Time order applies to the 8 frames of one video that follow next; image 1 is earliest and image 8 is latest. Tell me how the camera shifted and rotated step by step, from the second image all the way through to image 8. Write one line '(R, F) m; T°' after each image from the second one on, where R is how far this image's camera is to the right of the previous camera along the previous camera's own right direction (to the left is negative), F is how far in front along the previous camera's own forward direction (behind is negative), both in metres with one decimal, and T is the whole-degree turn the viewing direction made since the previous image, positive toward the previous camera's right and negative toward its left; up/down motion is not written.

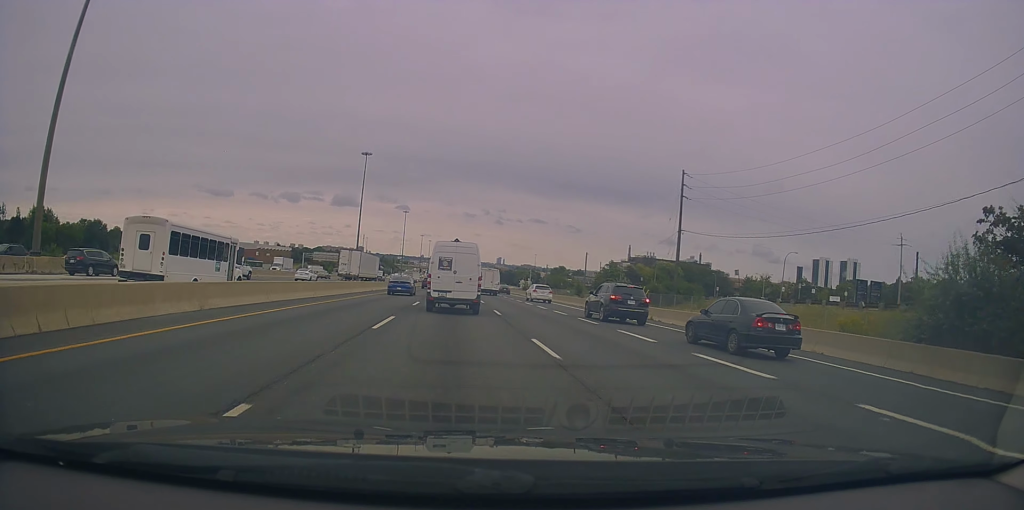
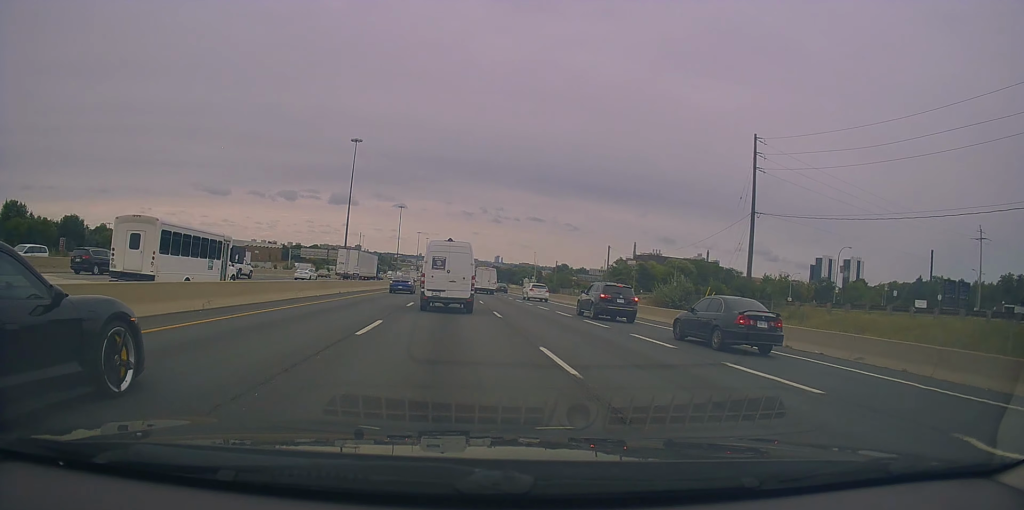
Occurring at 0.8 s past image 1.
(-0.1, +14.3) m; 0°
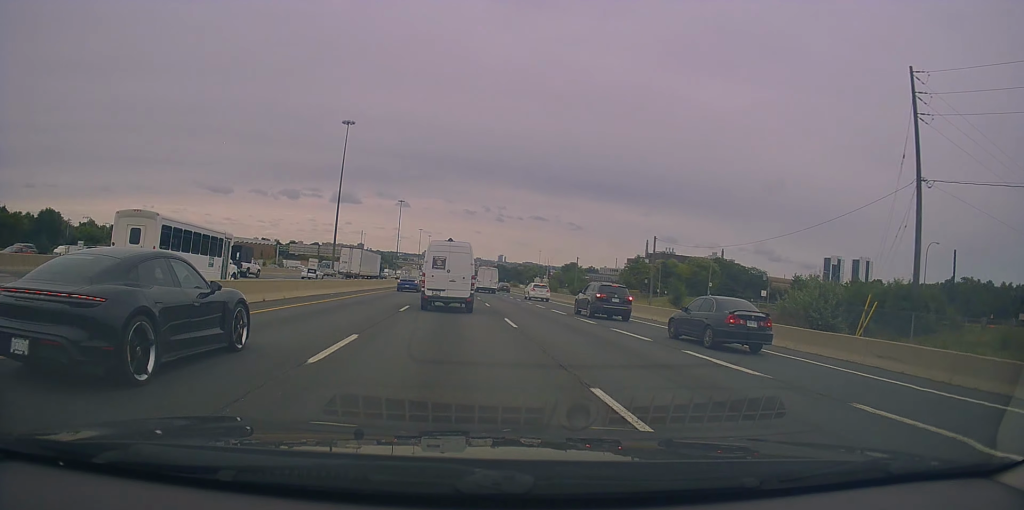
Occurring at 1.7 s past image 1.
(0.0, +16.7) m; 0°
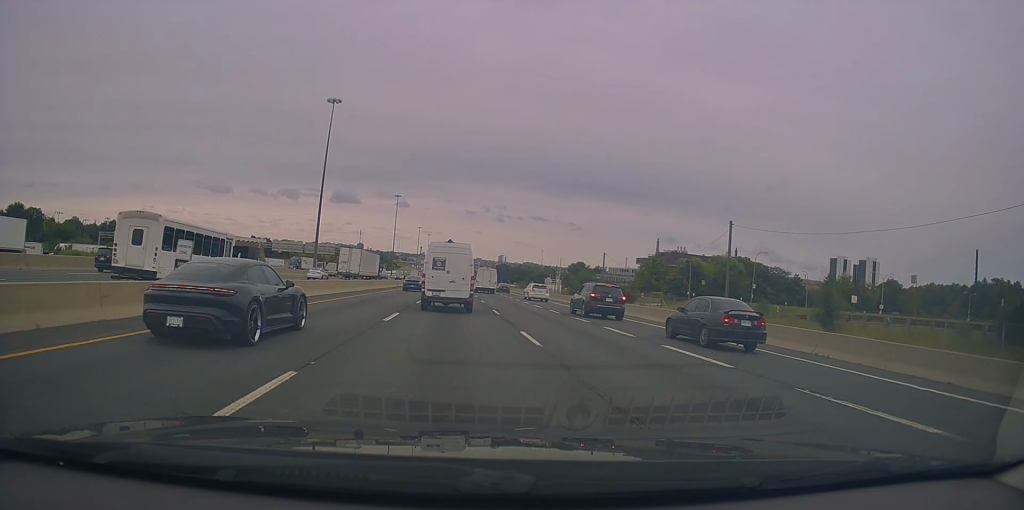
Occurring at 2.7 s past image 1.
(0.0, +17.3) m; 0°
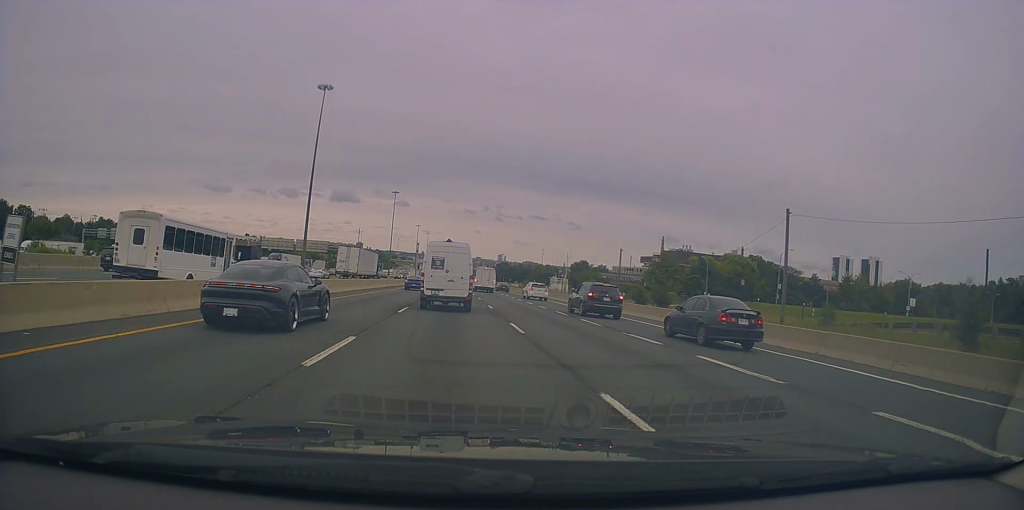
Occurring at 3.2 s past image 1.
(0.0, +8.4) m; 0°
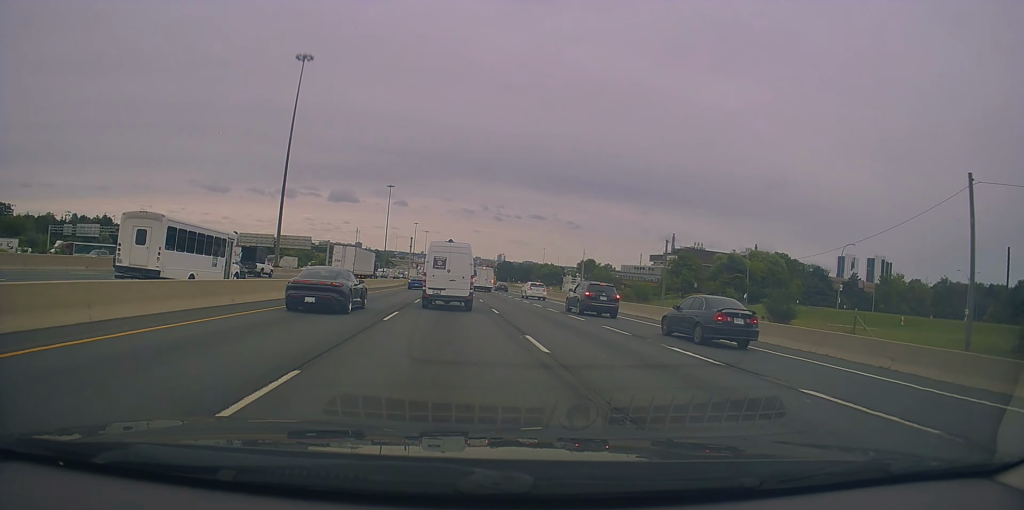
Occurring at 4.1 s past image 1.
(0.0, +16.1) m; 0°
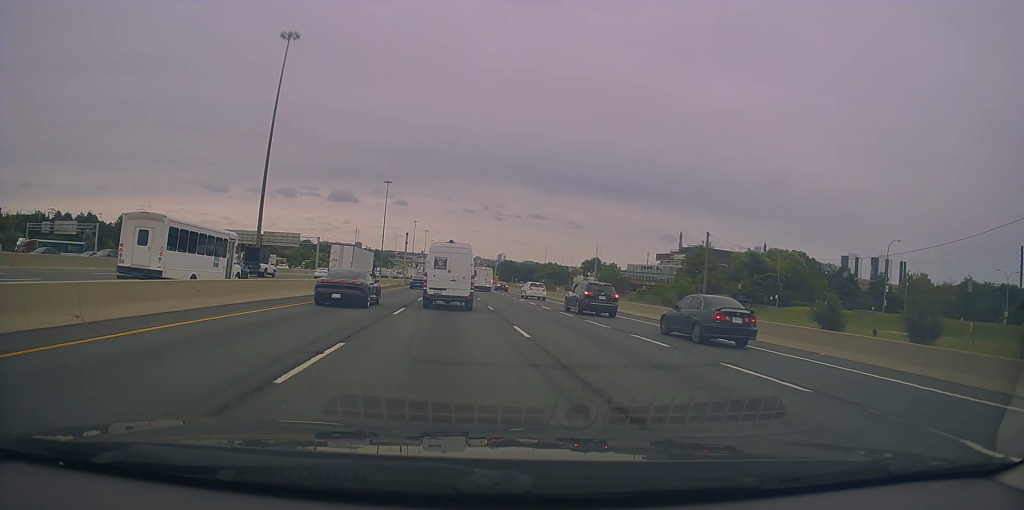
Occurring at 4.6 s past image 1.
(0.0, +9.5) m; 0°
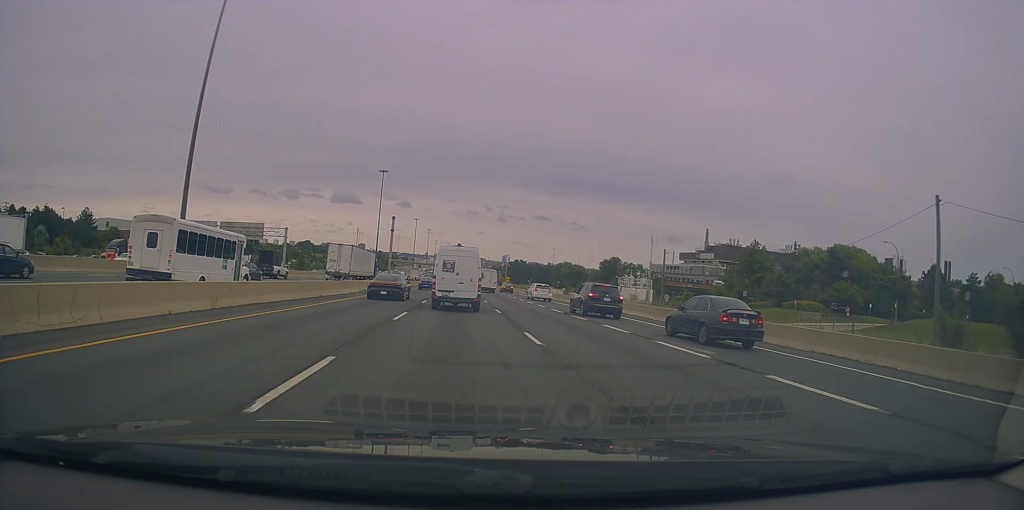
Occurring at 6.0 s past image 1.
(+0.6, +25.6) m; +1°
